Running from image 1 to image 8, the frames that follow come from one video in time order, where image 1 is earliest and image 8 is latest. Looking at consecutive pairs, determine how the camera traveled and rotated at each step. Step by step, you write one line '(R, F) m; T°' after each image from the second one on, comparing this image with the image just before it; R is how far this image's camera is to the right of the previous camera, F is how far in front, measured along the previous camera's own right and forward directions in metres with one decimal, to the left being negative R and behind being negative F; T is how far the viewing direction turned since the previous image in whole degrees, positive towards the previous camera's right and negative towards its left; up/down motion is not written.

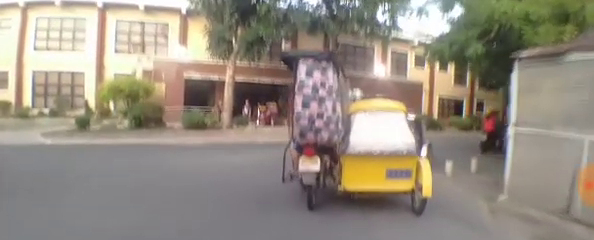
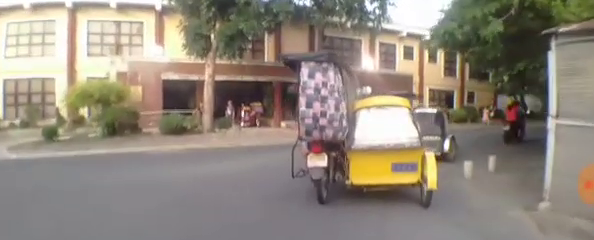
(+0.1, +1.1) m; +6°
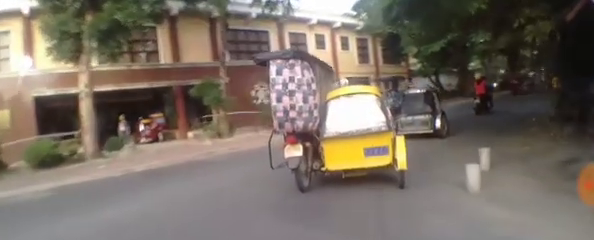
(+0.1, +2.1) m; +13°
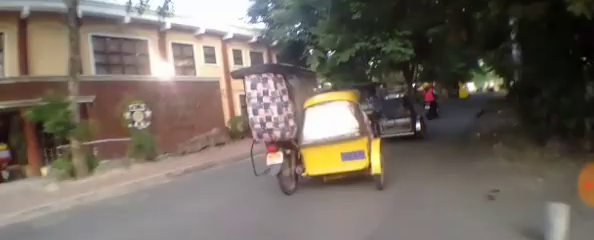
(+0.5, +2.9) m; +15°
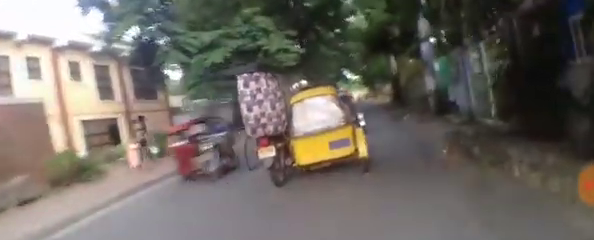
(+0.5, +4.1) m; +15°
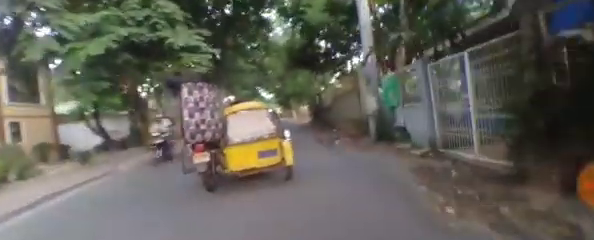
(+0.2, +2.8) m; +7°
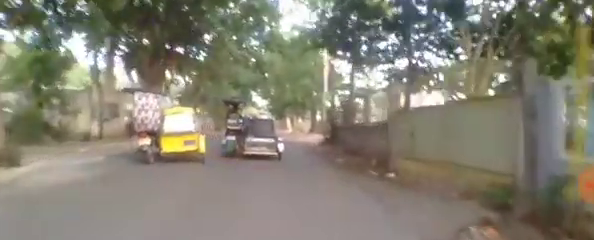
(+1.4, +11.2) m; +10°
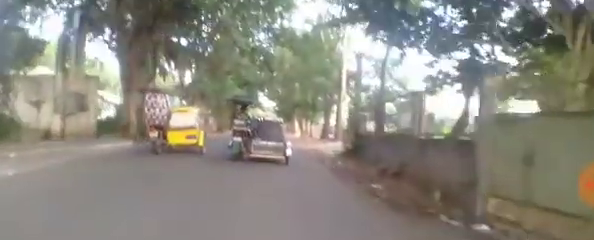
(0.0, +4.5) m; +6°
